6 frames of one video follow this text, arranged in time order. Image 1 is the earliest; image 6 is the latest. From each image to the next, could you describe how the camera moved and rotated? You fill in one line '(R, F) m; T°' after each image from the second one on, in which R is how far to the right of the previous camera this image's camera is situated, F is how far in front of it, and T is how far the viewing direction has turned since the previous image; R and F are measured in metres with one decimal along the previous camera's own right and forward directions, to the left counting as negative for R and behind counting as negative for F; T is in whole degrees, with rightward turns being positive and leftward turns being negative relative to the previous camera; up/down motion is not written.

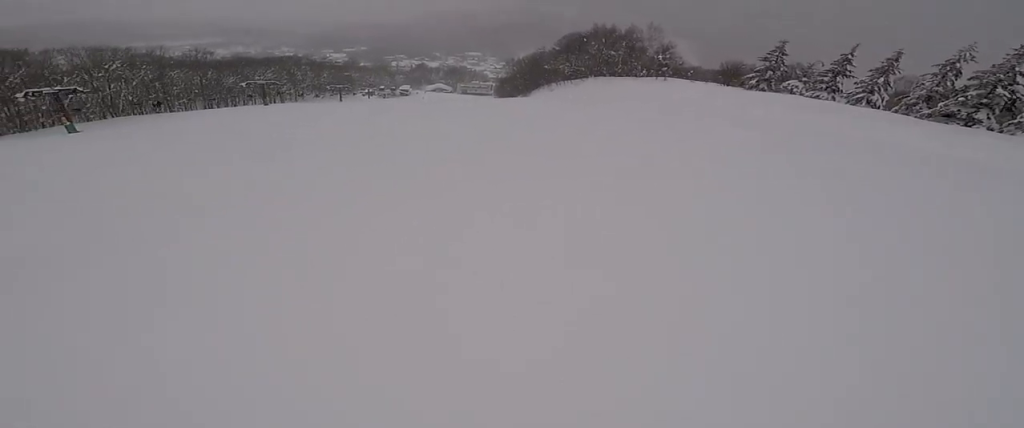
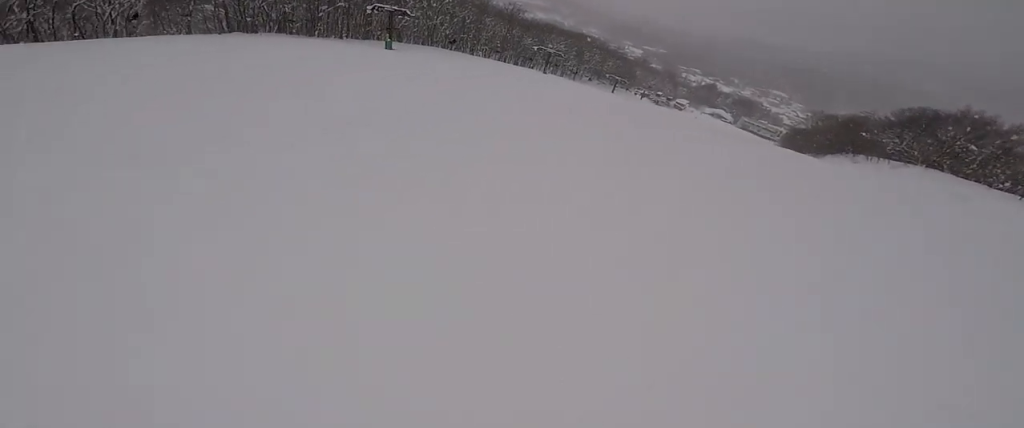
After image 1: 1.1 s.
(-1.7, +5.5) m; -37°
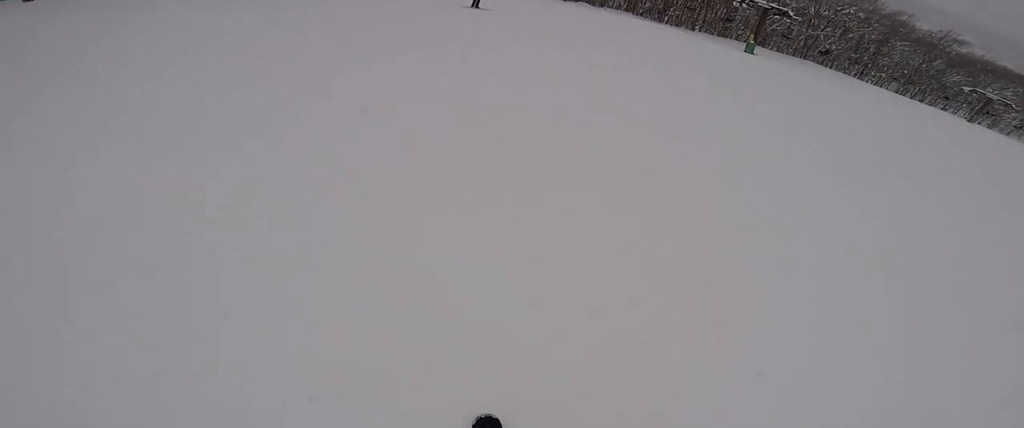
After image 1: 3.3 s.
(-4.9, +12.6) m; -5°
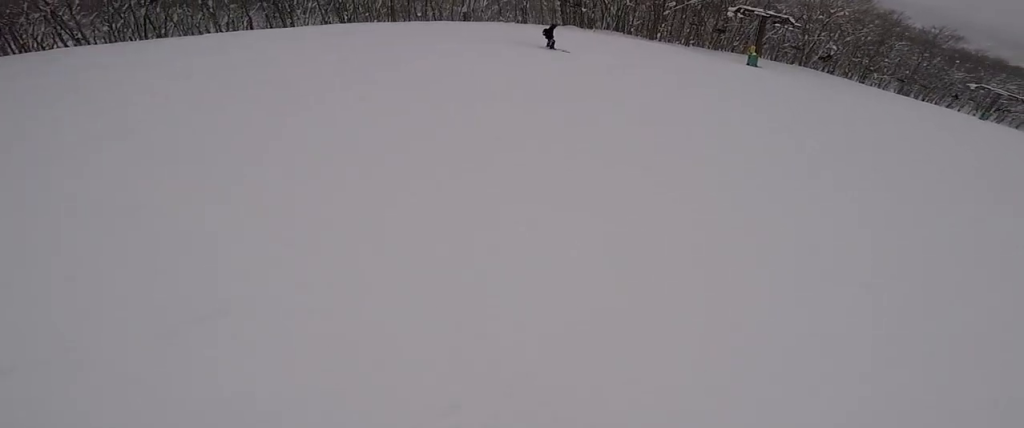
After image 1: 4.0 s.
(+1.5, +4.0) m; +11°
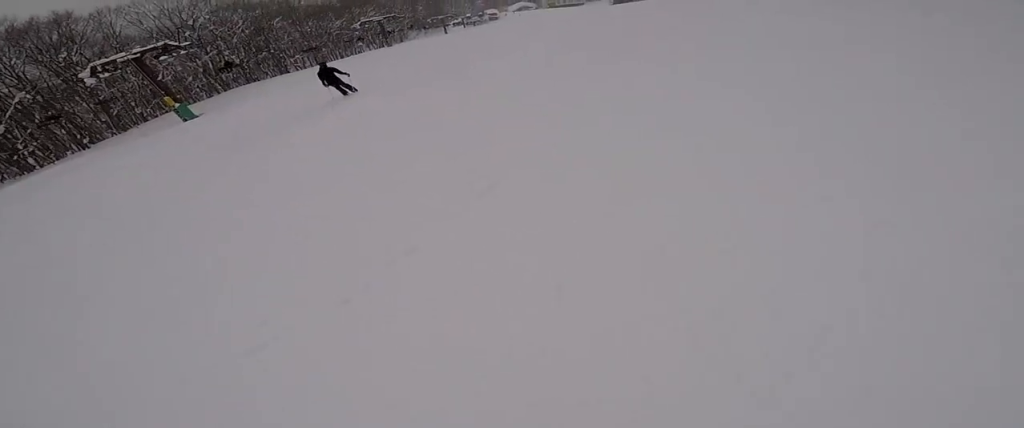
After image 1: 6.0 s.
(+4.3, +12.7) m; +33°
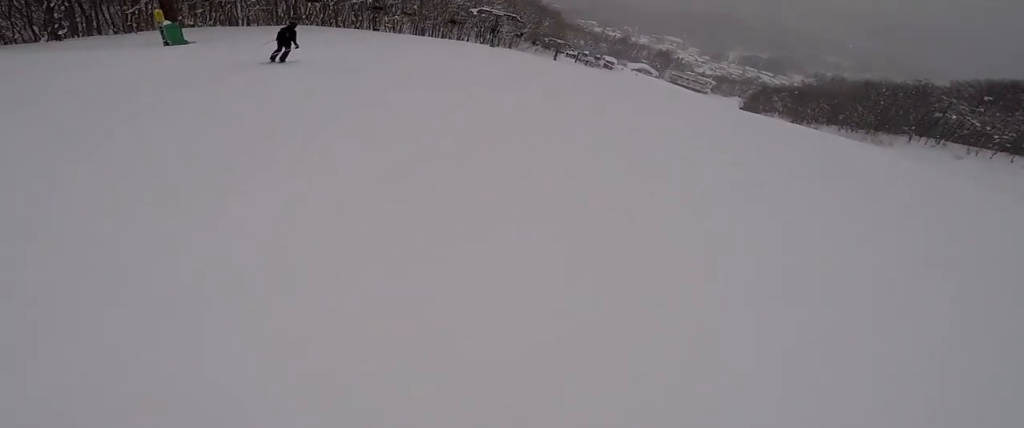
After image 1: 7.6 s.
(-2.0, +12.4) m; -10°
